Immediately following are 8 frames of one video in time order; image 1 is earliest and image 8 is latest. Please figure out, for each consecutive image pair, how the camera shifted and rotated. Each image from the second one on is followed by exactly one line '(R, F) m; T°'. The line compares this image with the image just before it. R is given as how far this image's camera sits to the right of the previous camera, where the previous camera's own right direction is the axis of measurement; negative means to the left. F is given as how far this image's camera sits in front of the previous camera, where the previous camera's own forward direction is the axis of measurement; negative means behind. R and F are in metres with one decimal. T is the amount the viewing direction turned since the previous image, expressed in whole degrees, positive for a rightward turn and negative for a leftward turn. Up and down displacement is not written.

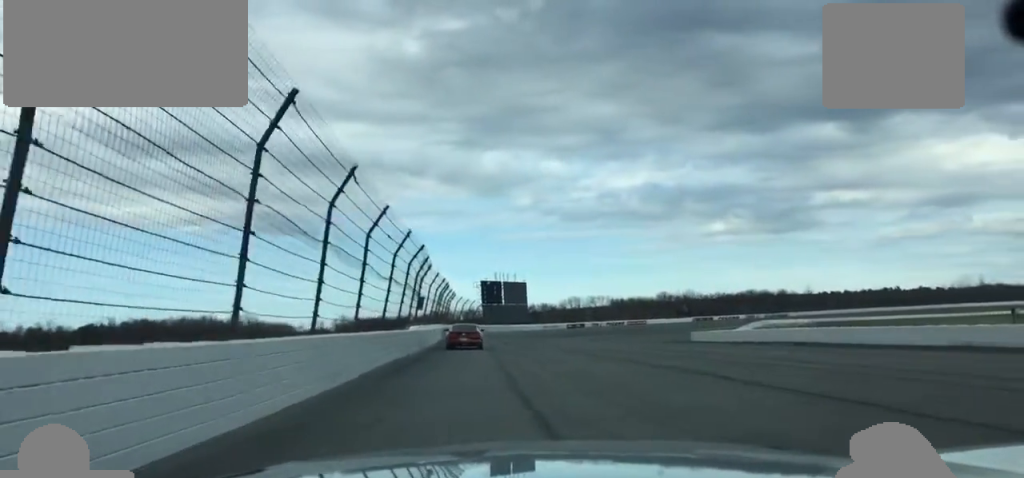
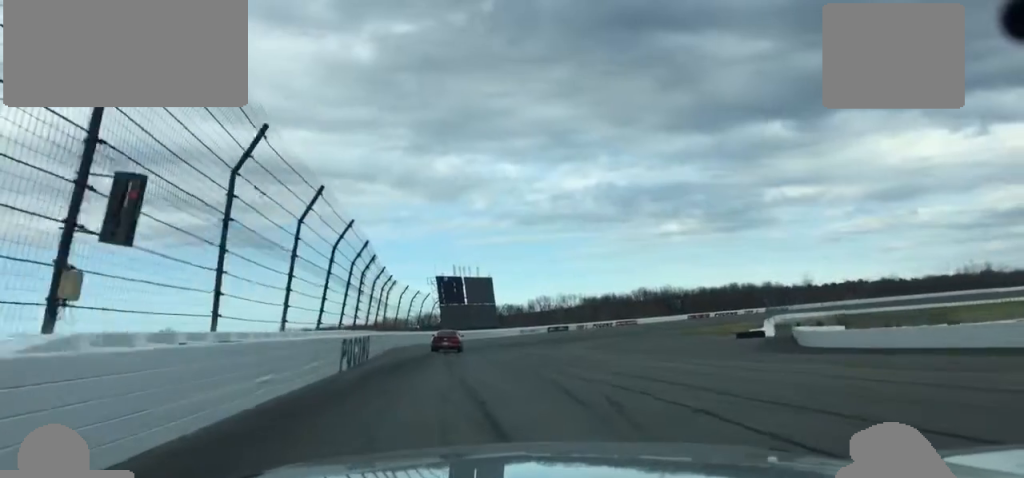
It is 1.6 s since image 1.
(+1.6, +42.6) m; +3°
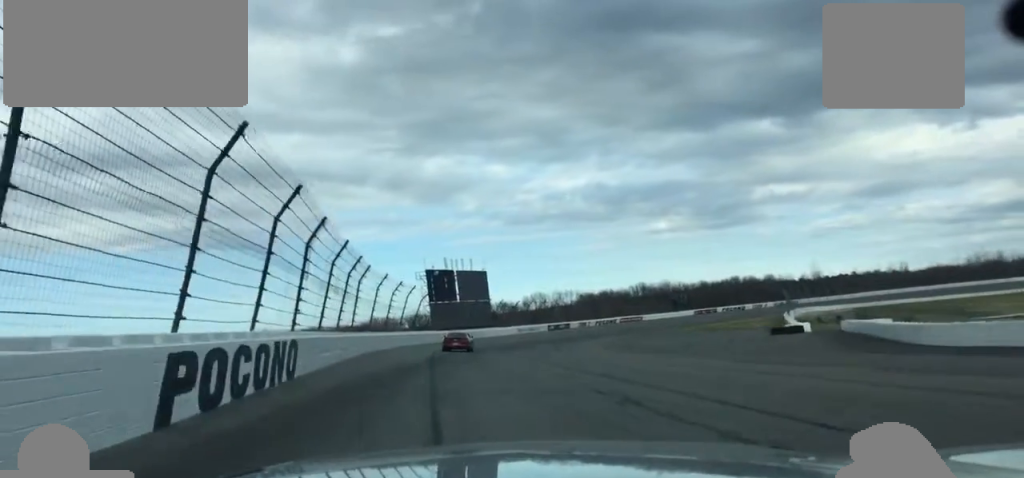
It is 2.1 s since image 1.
(-0.1, +15.6) m; +1°
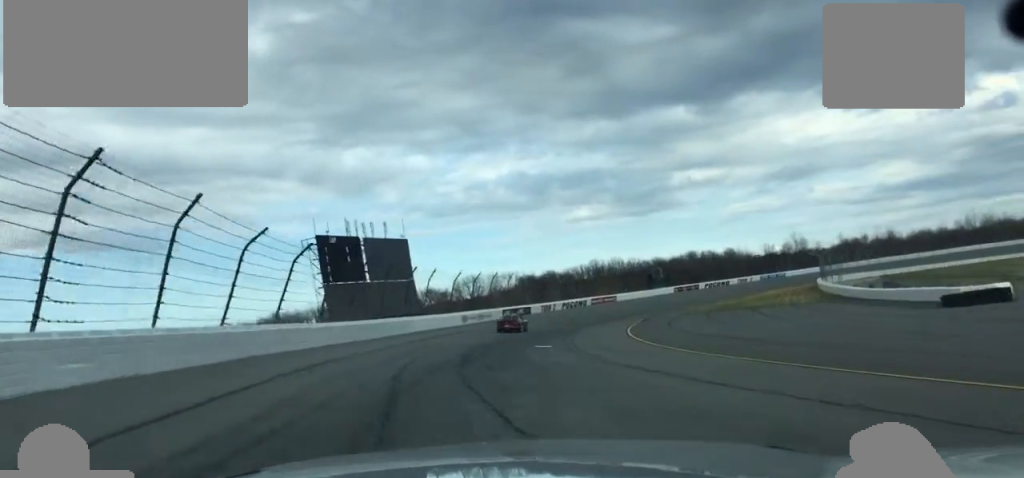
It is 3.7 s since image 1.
(+2.0, +50.0) m; +6°
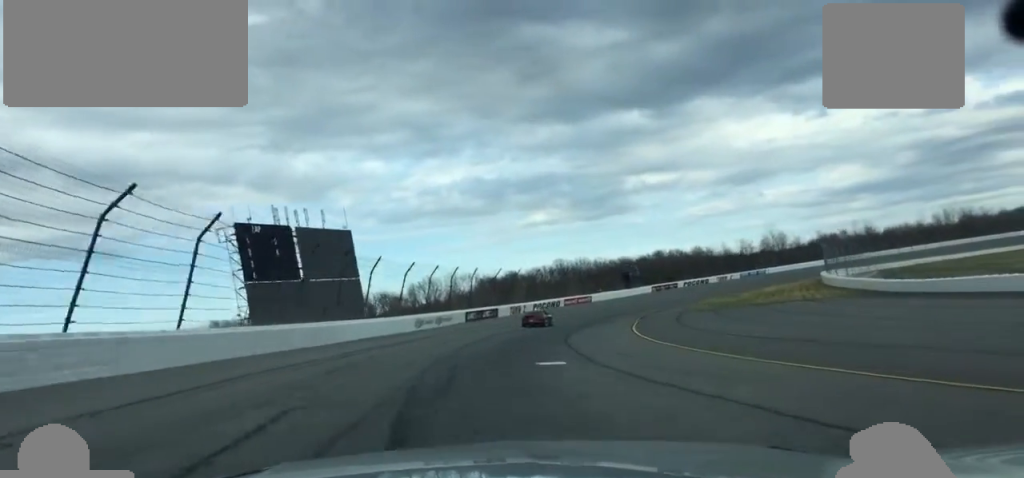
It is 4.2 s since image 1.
(+0.2, +18.5) m; +3°
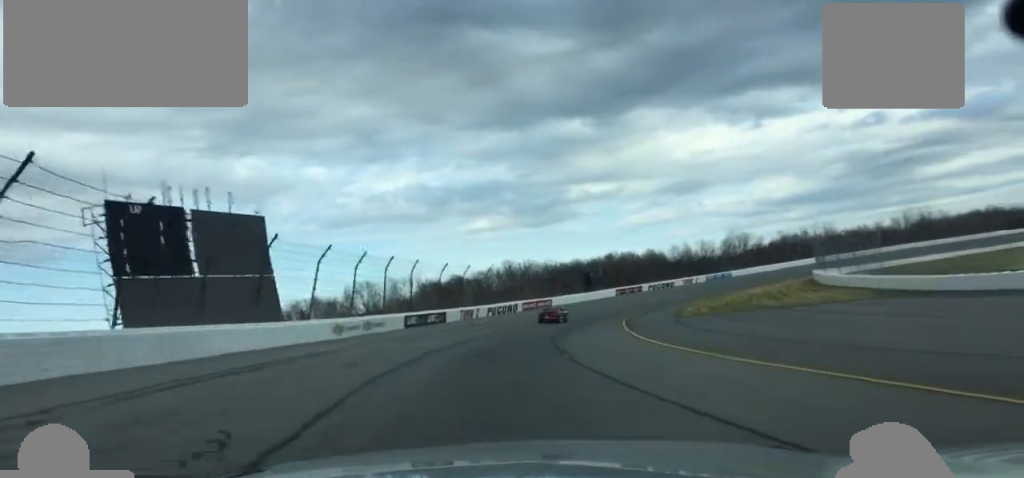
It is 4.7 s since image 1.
(+0.7, +18.3) m; +3°
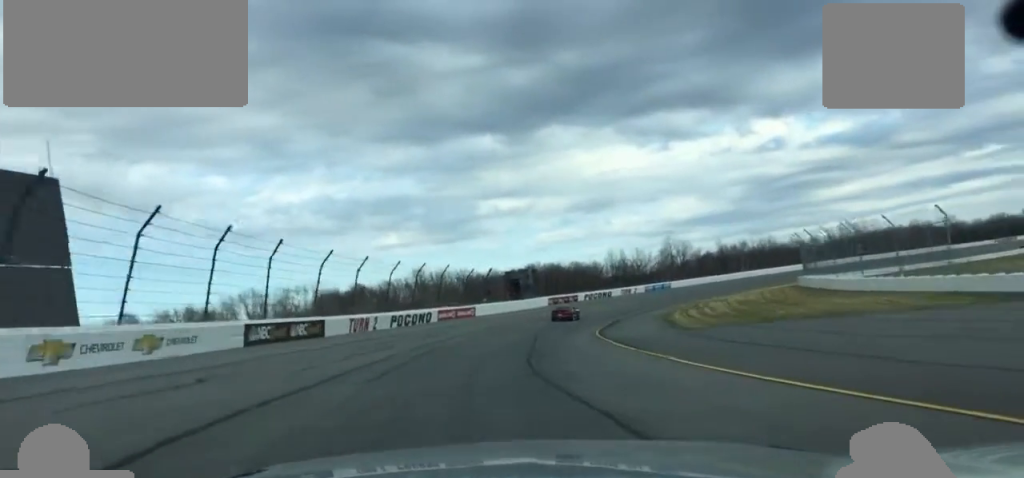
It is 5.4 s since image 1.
(+1.1, +26.4) m; +5°
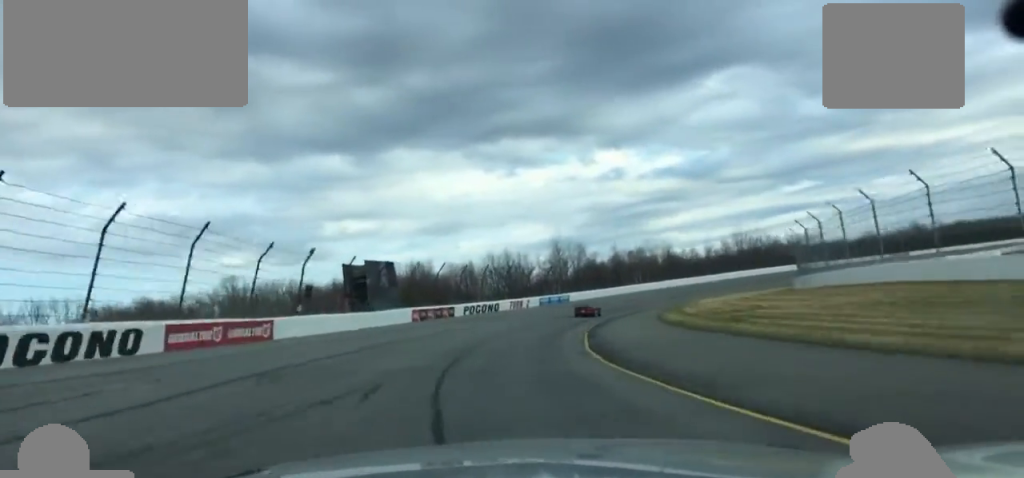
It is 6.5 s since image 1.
(+3.6, +43.4) m; +10°
